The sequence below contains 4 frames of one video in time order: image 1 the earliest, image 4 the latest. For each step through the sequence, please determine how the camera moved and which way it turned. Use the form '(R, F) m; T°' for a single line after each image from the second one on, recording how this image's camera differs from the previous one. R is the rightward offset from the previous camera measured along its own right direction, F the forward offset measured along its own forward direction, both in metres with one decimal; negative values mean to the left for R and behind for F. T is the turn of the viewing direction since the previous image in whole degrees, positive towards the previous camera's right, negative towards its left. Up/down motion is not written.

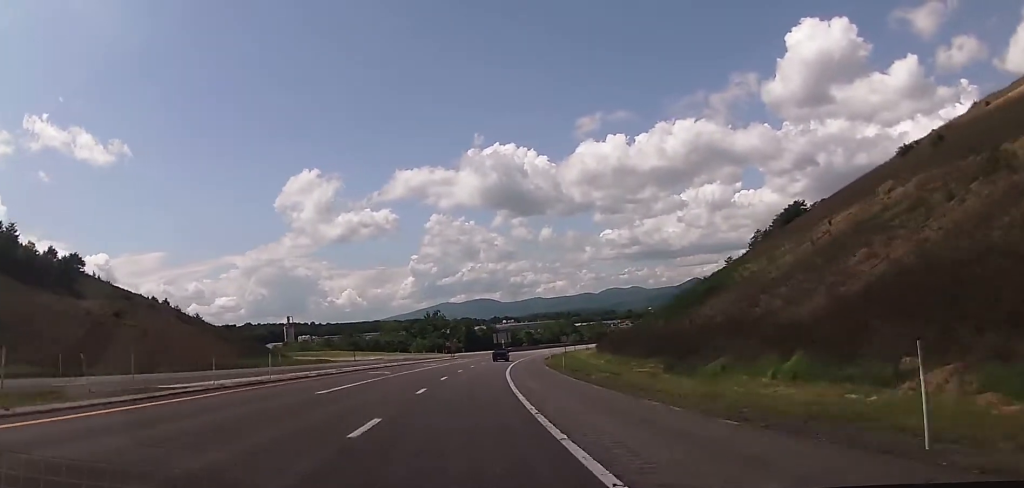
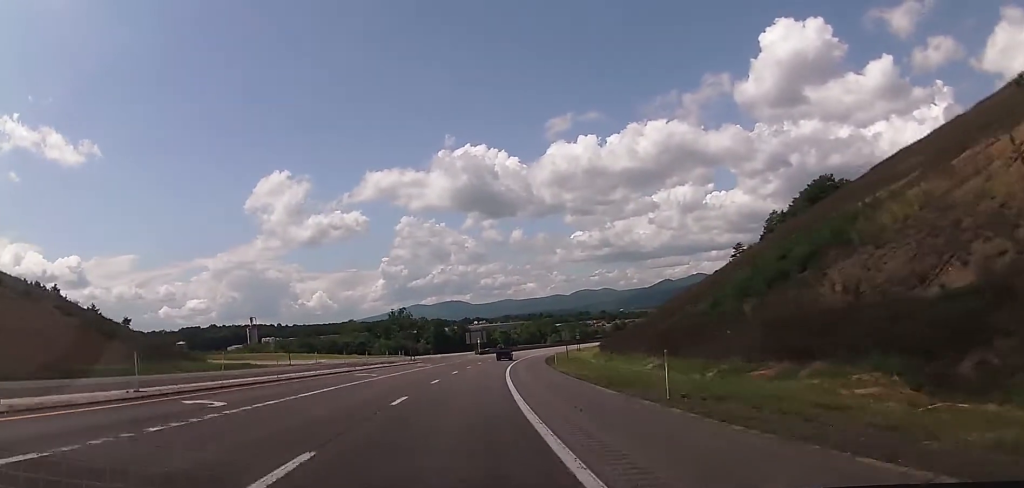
(+0.9, +29.0) m; +4°
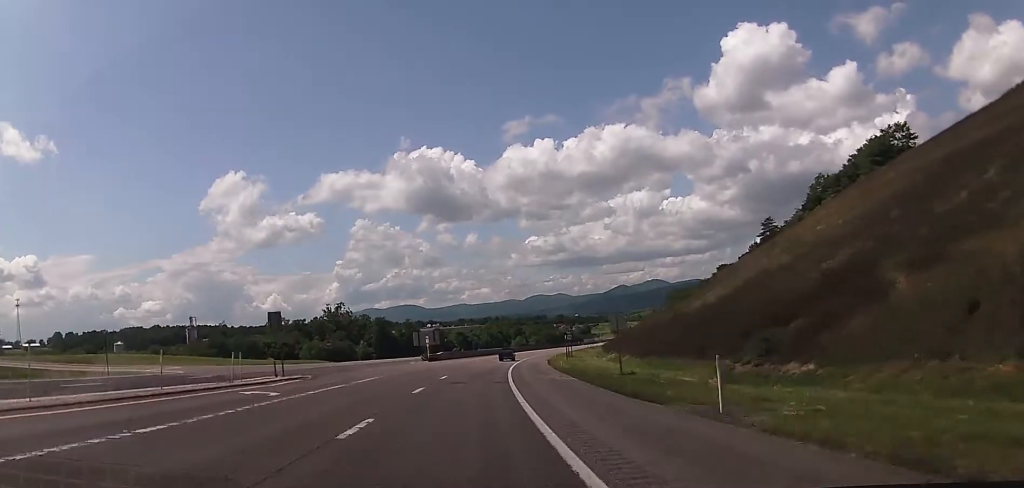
(+1.4, +43.7) m; +3°
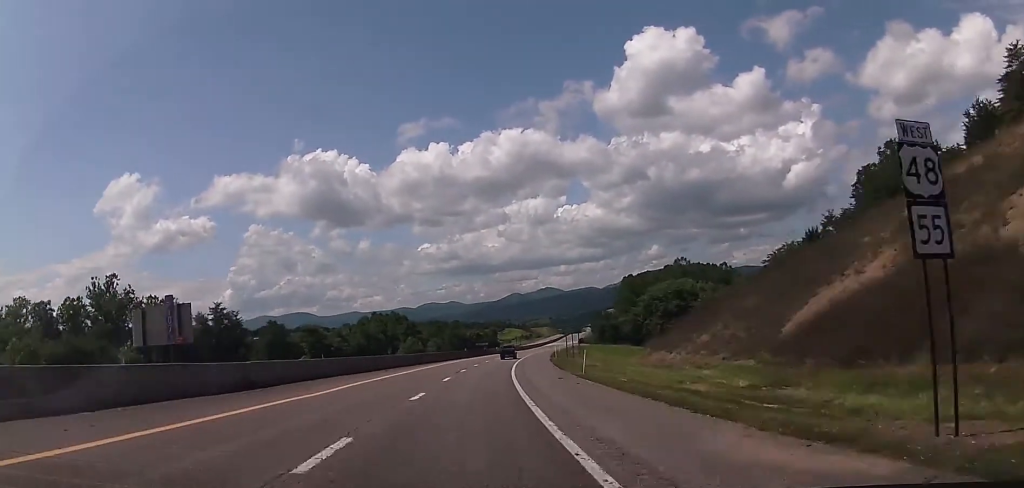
(+8.4, +95.3) m; +9°
